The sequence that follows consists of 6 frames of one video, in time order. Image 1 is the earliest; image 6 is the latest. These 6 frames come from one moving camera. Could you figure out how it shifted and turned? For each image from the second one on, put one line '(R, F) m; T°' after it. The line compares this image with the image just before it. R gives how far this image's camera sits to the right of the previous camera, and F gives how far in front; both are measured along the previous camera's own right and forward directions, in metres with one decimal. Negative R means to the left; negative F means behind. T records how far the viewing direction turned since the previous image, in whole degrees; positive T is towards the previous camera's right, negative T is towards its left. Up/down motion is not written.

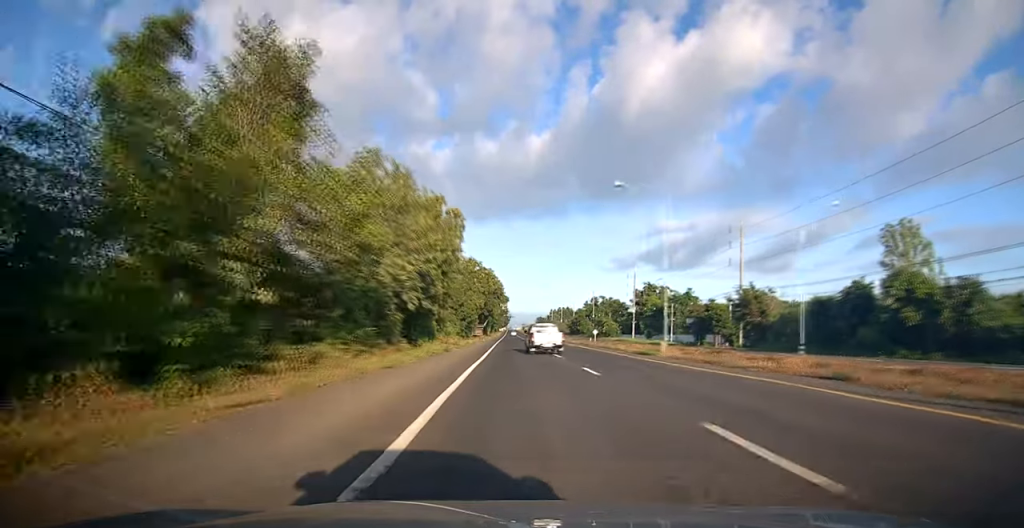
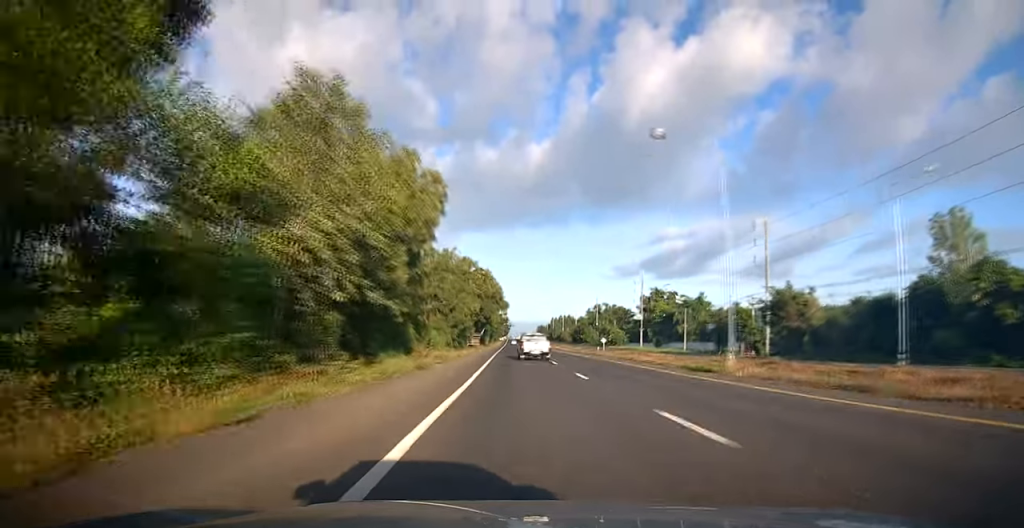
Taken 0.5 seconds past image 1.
(-0.1, +9.5) m; 0°
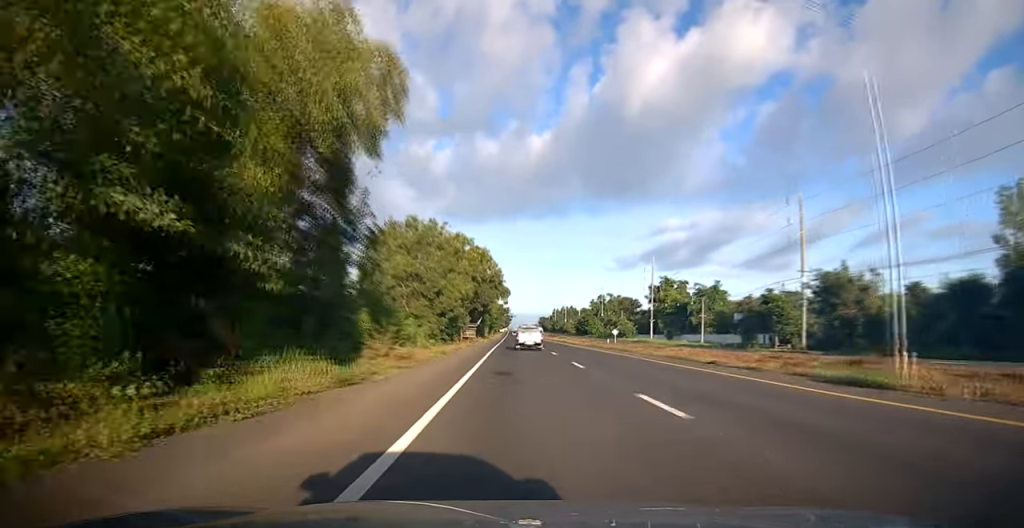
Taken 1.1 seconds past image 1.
(-0.2, +10.3) m; 0°
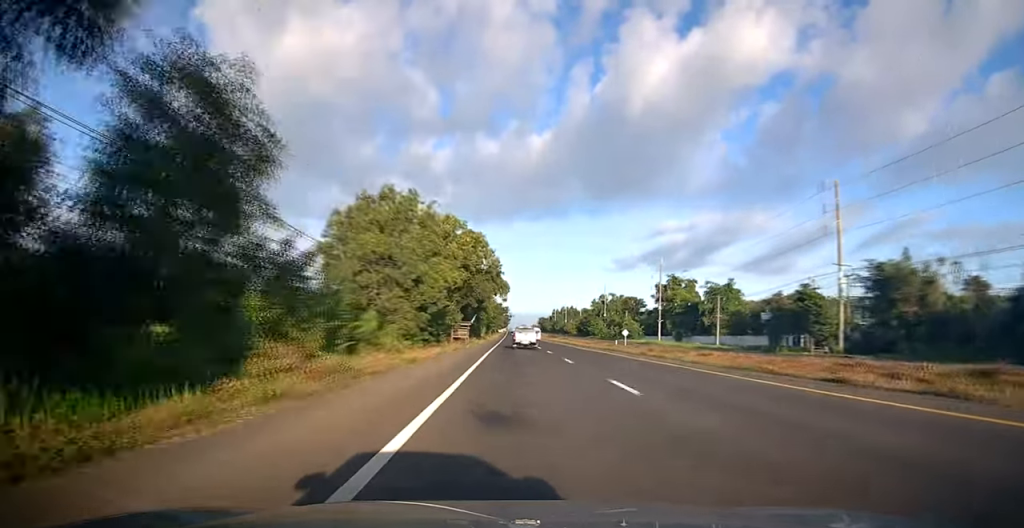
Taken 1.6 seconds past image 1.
(+0.1, +8.8) m; 0°
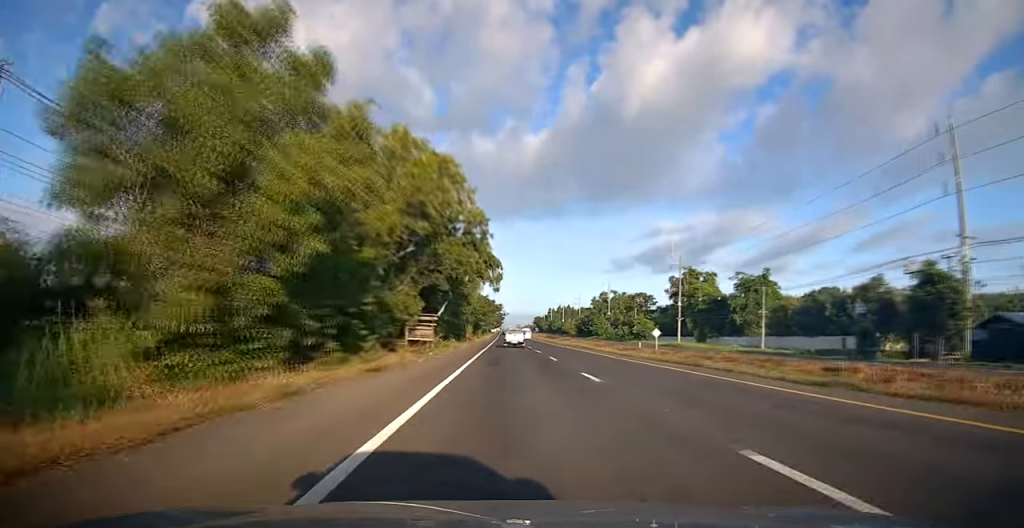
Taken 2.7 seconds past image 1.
(+0.2, +20.5) m; 0°
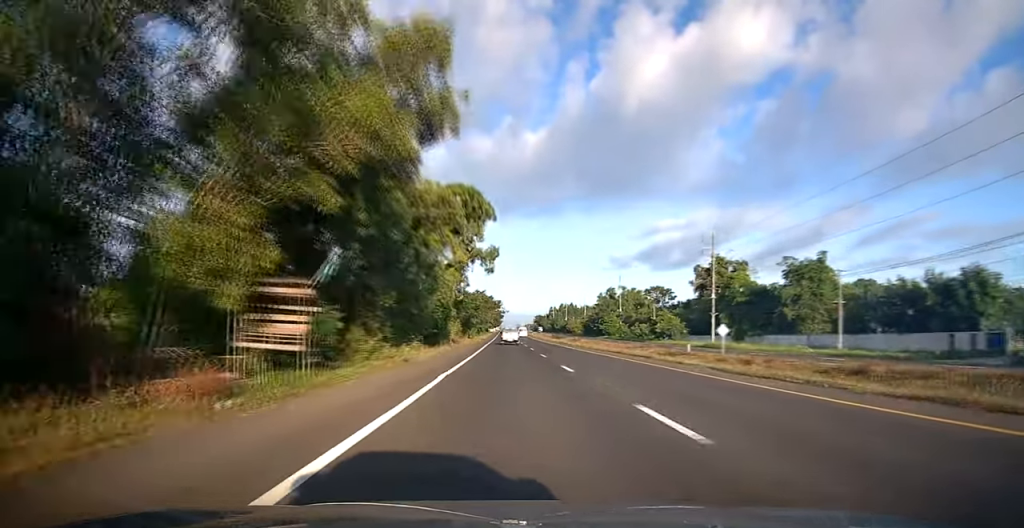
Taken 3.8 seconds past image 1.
(-0.1, +19.9) m; 0°
